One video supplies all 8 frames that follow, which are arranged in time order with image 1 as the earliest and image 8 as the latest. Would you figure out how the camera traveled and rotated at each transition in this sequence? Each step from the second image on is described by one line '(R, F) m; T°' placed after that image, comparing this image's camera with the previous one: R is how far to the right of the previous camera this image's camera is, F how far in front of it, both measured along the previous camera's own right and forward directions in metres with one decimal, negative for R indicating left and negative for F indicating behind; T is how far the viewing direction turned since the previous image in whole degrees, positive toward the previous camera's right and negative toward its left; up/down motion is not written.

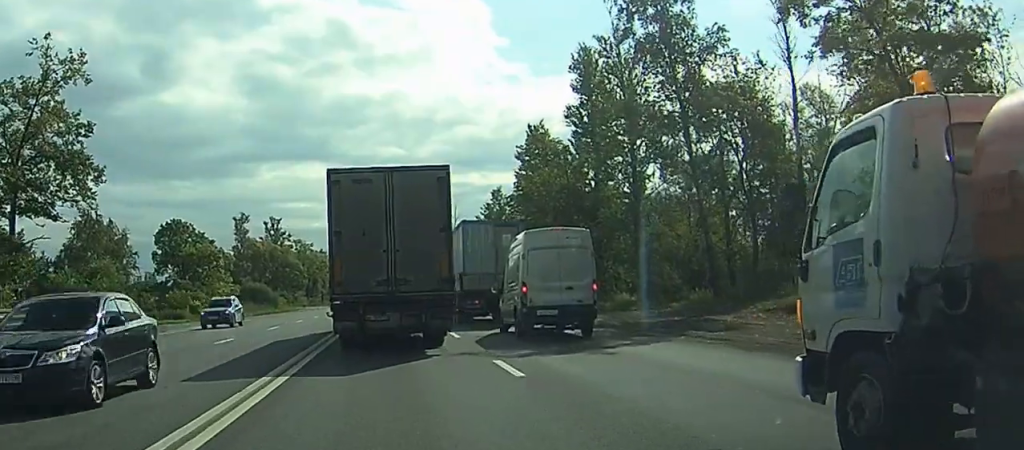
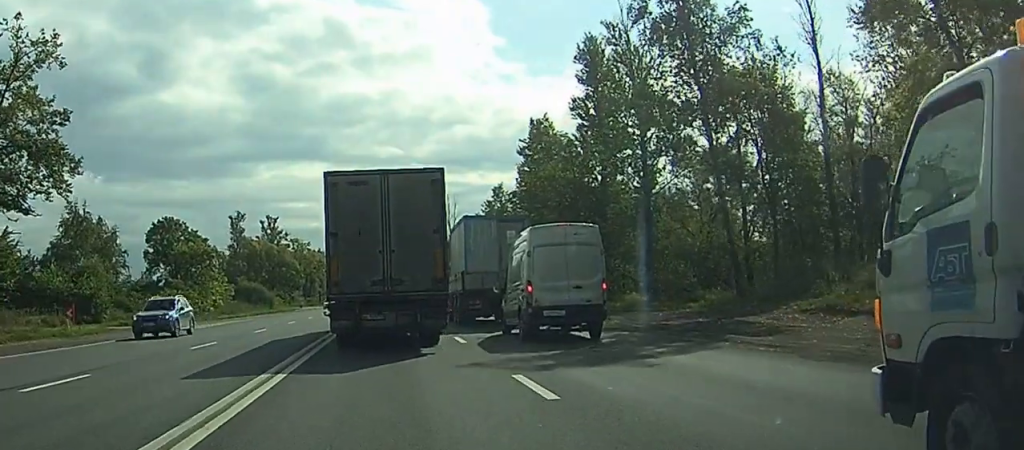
(0.0, +3.0) m; 0°
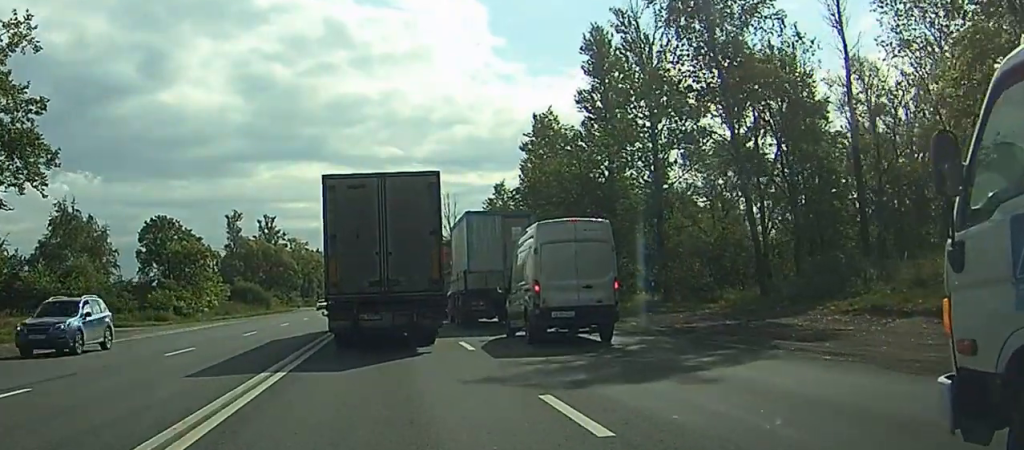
(0.0, +2.8) m; 0°
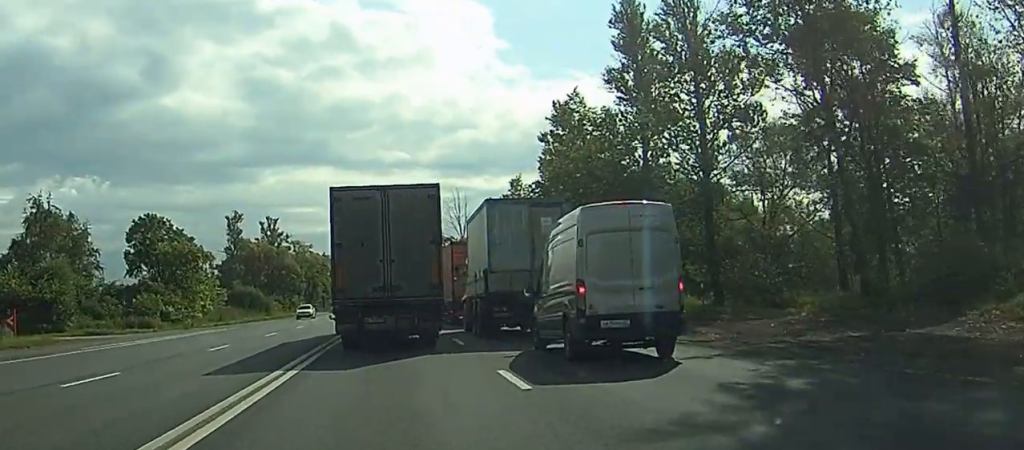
(0.0, +8.3) m; +1°
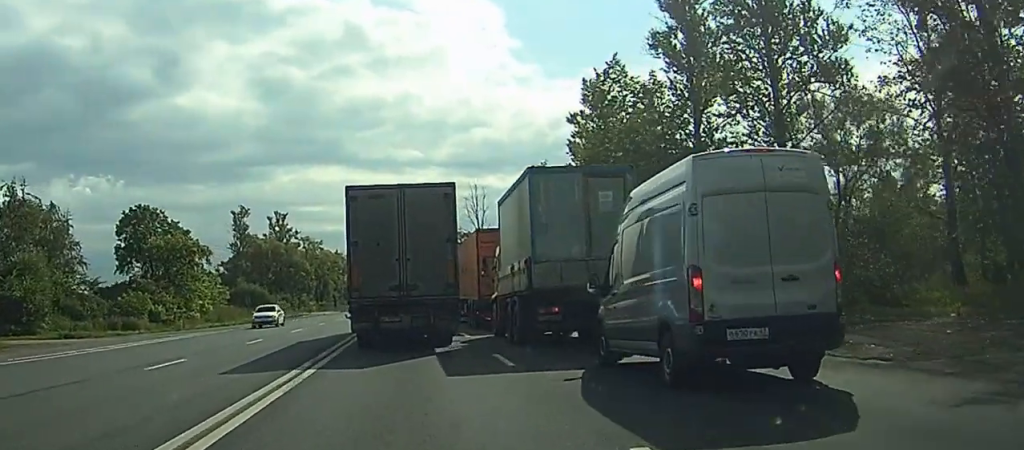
(0.0, +7.8) m; -2°
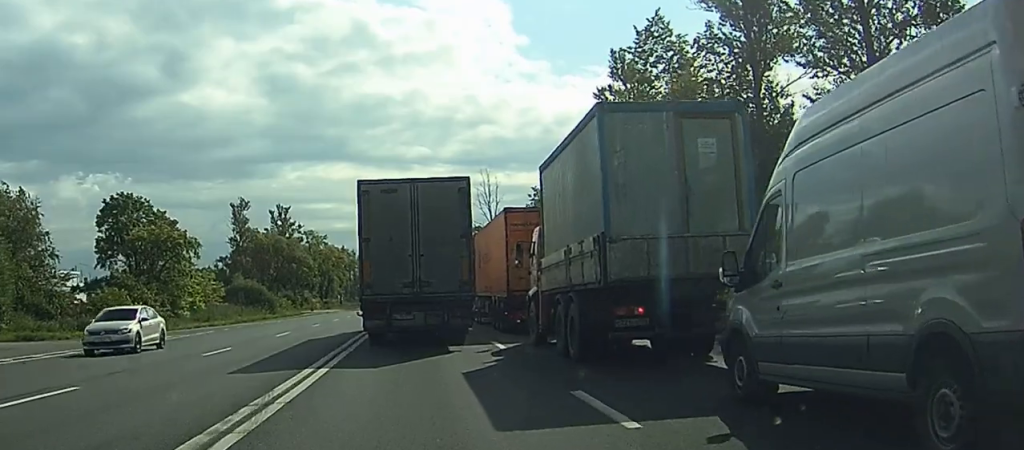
(-0.2, +7.5) m; -1°
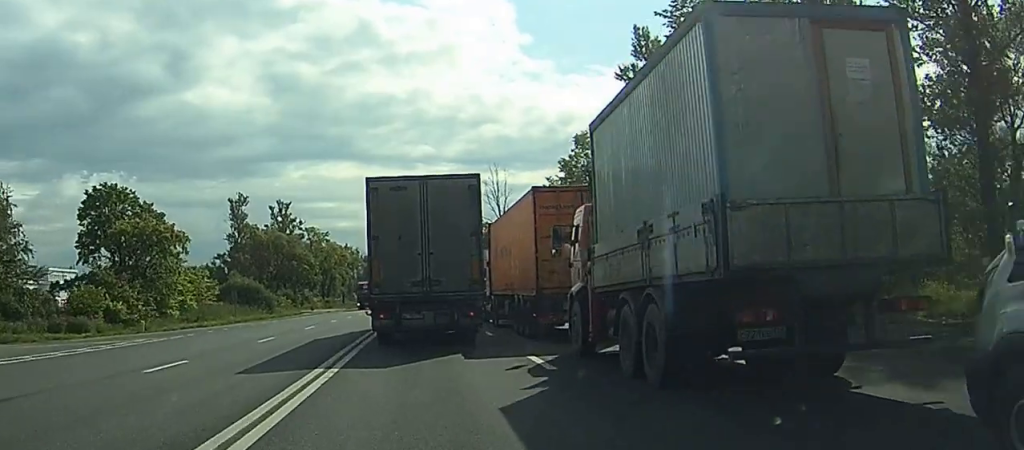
(+0.1, +5.7) m; 0°
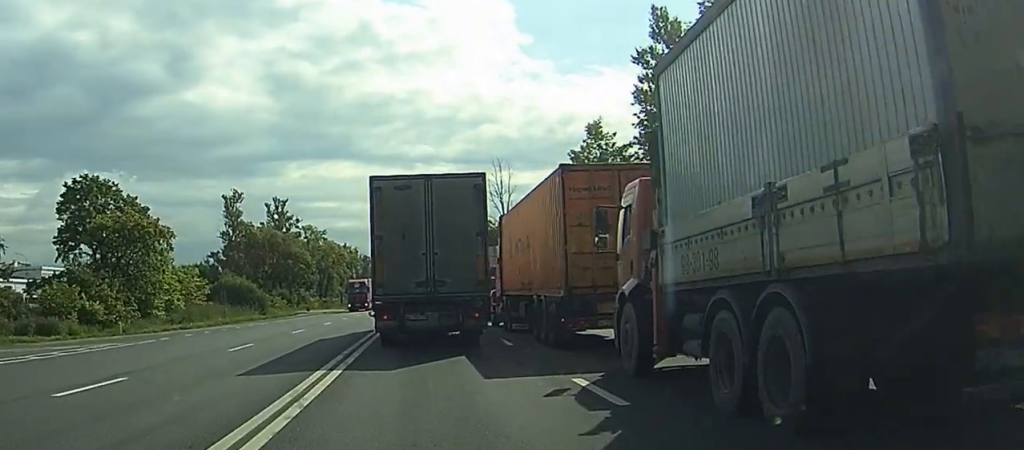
(0.0, +4.8) m; 0°
